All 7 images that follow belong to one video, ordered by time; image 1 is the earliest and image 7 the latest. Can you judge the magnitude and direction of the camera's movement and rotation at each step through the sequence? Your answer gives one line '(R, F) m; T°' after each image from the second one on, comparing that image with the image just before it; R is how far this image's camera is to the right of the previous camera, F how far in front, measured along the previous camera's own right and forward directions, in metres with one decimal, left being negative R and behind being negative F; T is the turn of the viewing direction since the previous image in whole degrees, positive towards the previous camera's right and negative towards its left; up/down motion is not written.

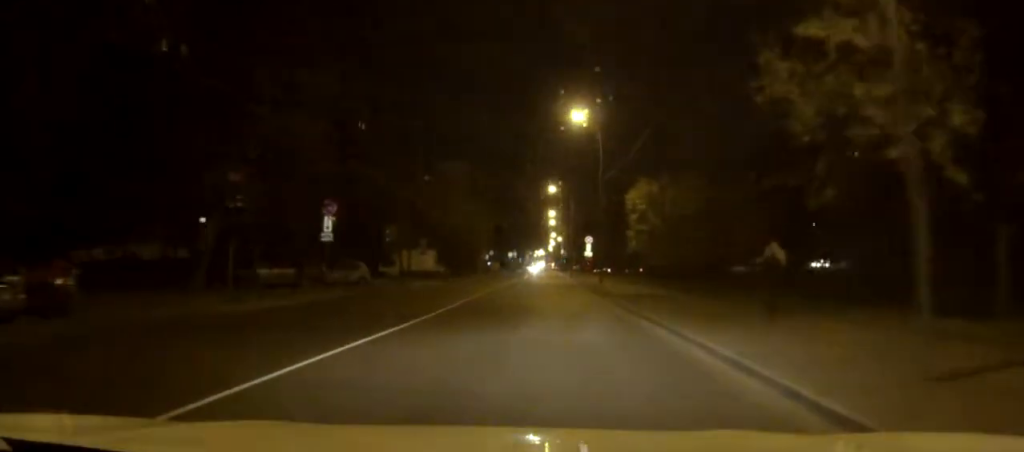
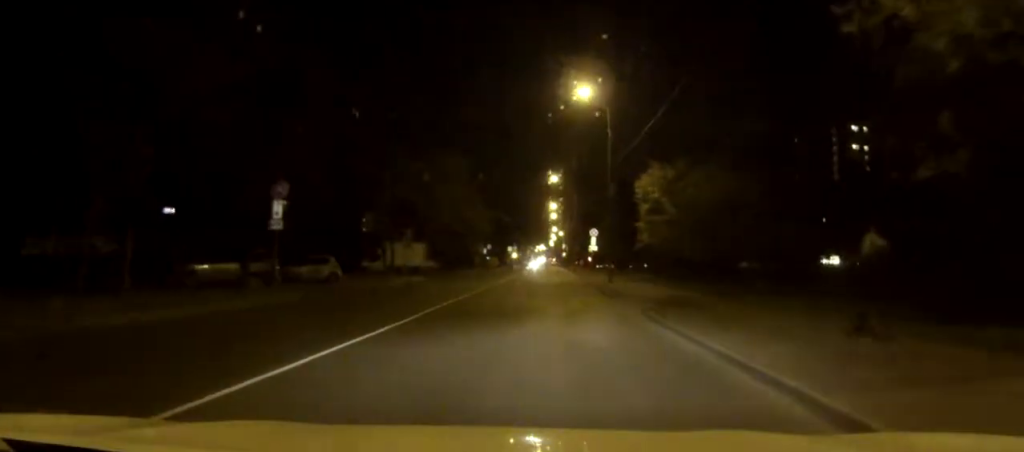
(+0.1, +6.5) m; 0°
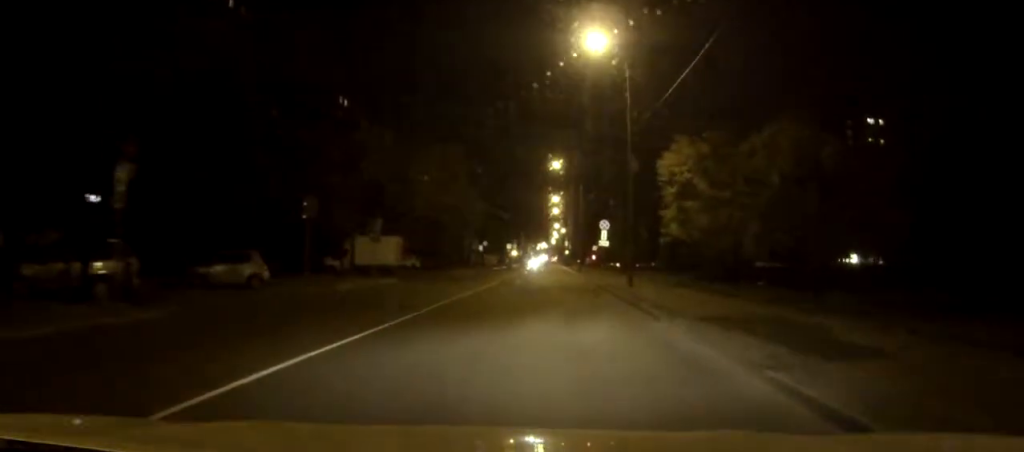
(-0.1, +10.9) m; -1°
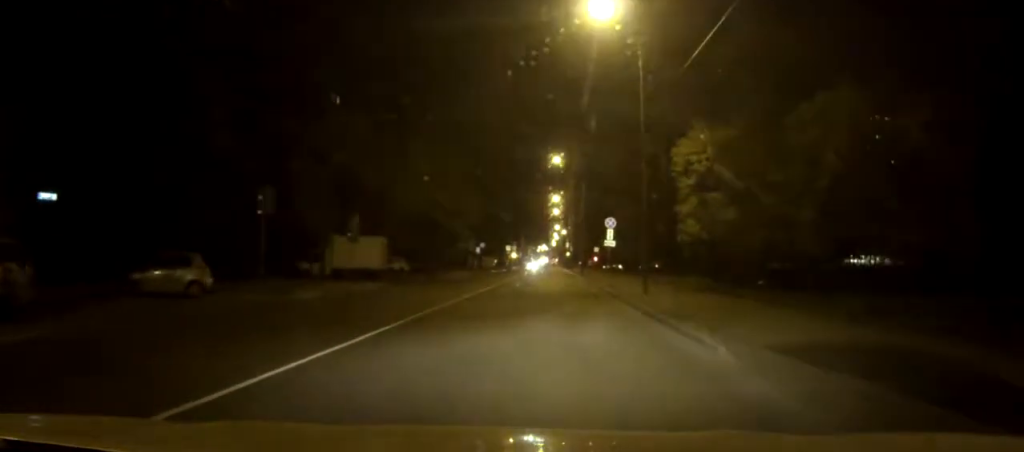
(0.0, +5.3) m; 0°
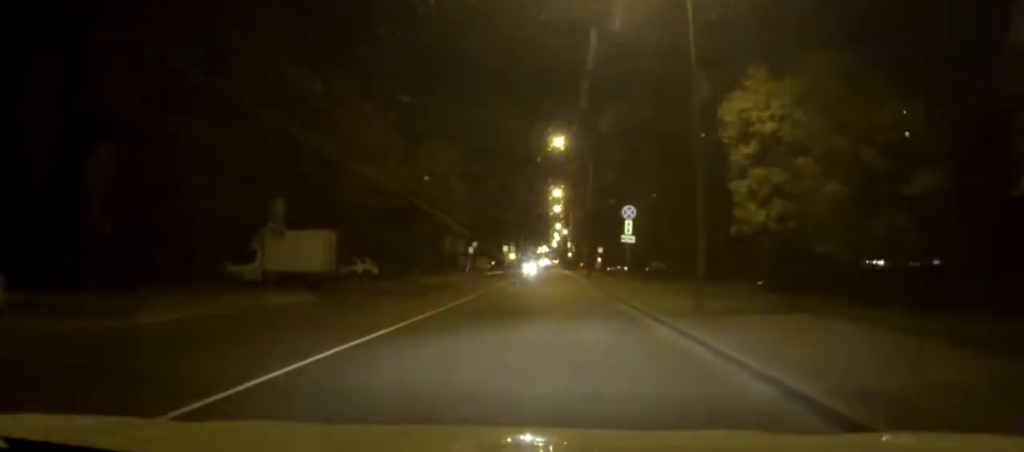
(0.0, +11.4) m; +1°
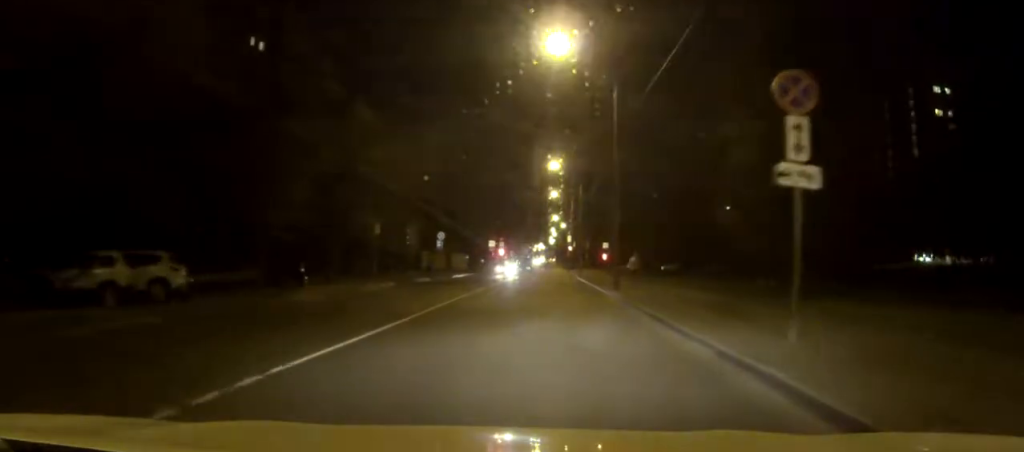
(+0.6, +27.3) m; +1°
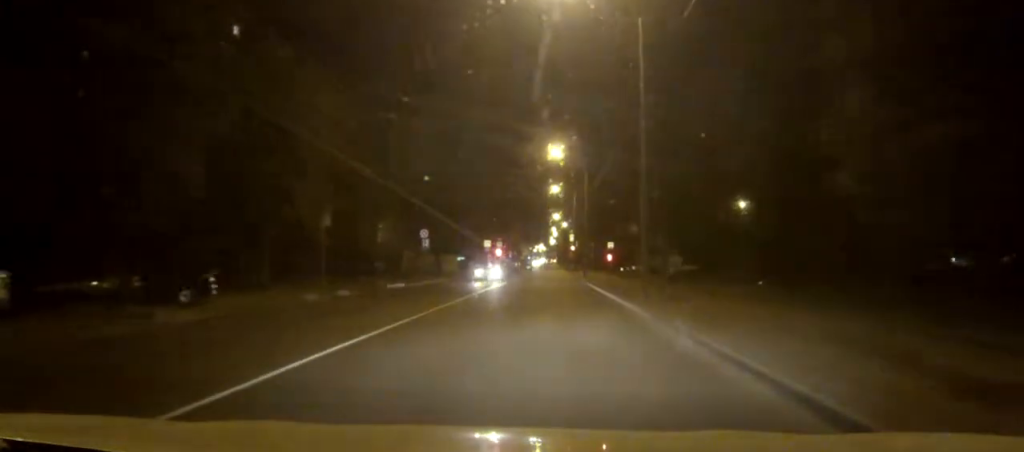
(-0.1, +9.9) m; -1°
